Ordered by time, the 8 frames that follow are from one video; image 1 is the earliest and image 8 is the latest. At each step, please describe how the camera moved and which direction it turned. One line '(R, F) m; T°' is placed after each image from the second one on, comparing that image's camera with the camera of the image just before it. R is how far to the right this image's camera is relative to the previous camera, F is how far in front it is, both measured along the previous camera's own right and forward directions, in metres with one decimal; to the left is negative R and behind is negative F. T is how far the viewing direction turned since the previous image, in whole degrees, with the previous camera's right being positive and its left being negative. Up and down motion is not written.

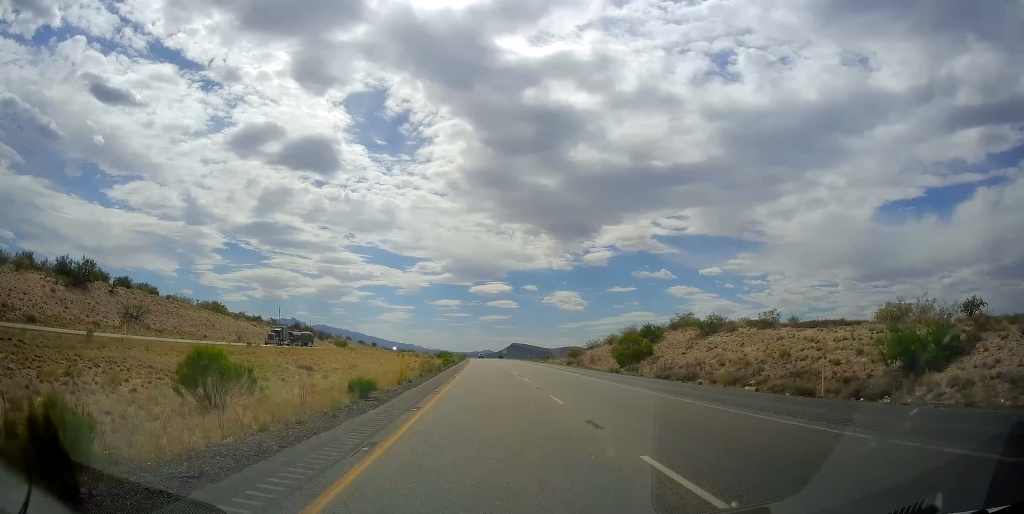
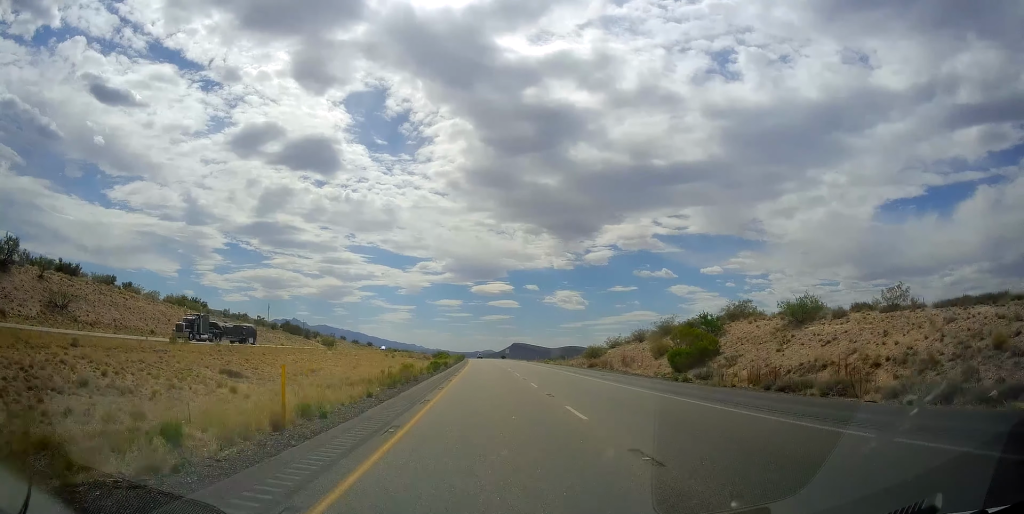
(0.0, +16.1) m; 0°
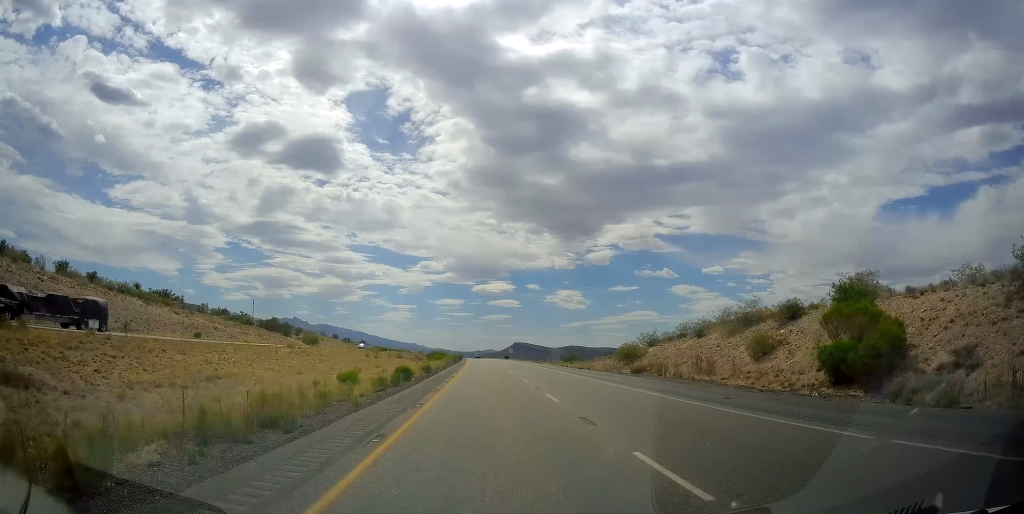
(+0.1, +19.6) m; -1°
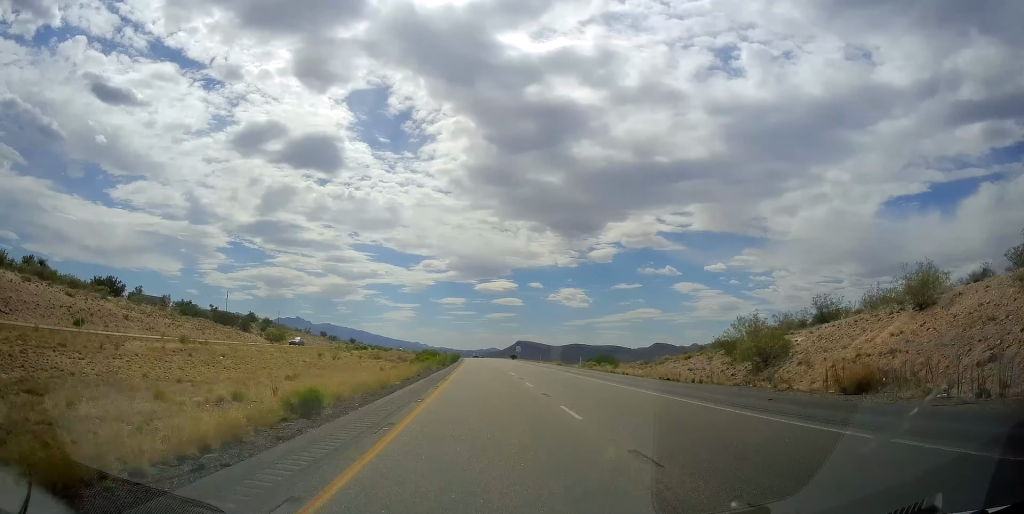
(-0.3, +28.9) m; -1°
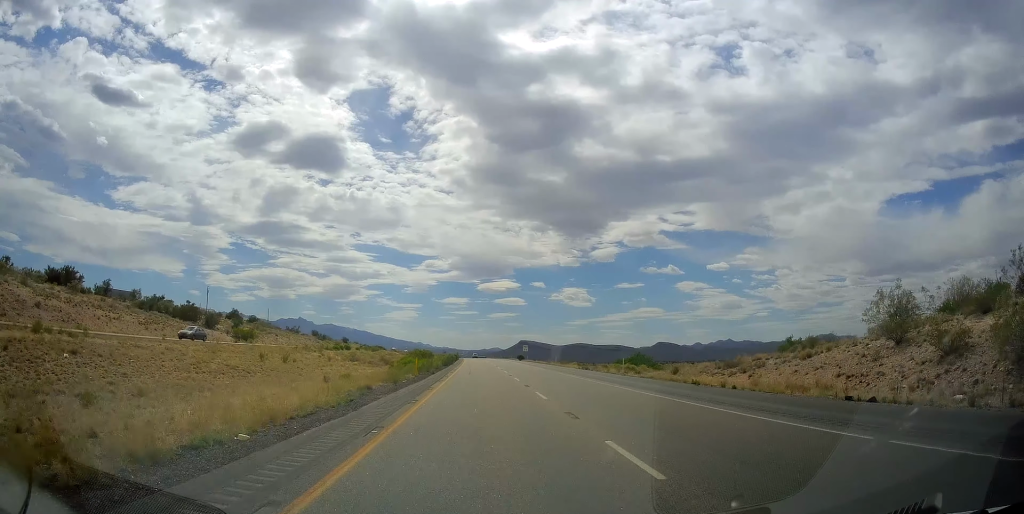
(-0.2, +18.4) m; 0°
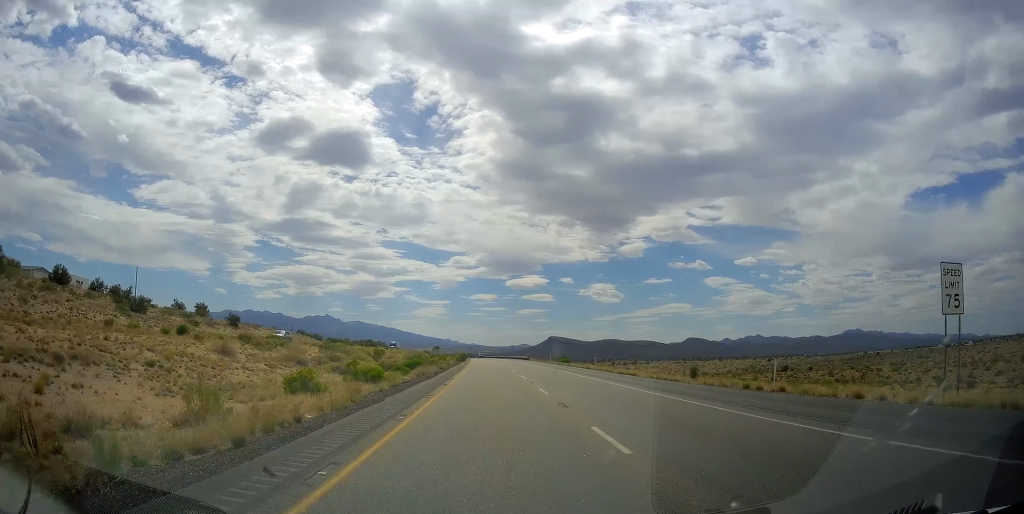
(0.0, +130.5) m; -2°
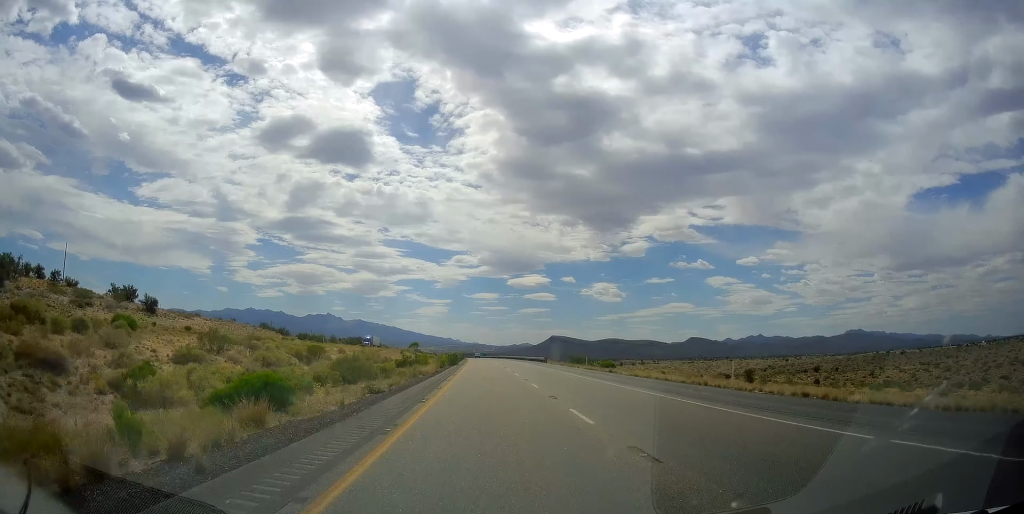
(-0.9, +32.4) m; +1°
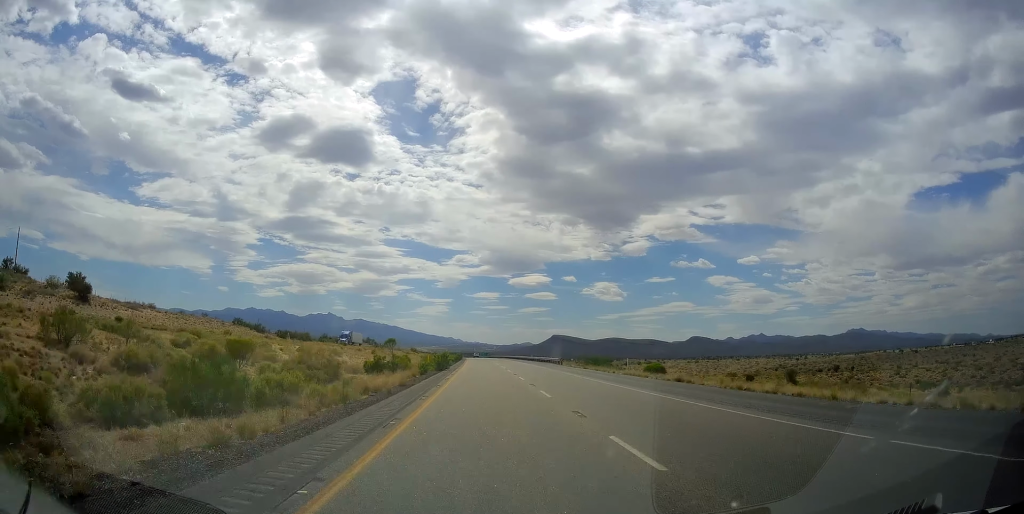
(+0.2, +17.3) m; +1°
